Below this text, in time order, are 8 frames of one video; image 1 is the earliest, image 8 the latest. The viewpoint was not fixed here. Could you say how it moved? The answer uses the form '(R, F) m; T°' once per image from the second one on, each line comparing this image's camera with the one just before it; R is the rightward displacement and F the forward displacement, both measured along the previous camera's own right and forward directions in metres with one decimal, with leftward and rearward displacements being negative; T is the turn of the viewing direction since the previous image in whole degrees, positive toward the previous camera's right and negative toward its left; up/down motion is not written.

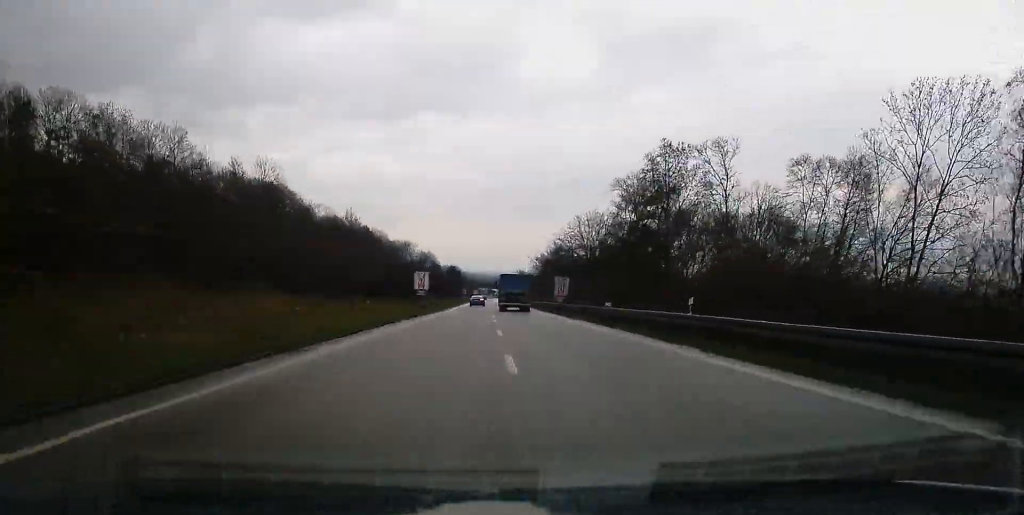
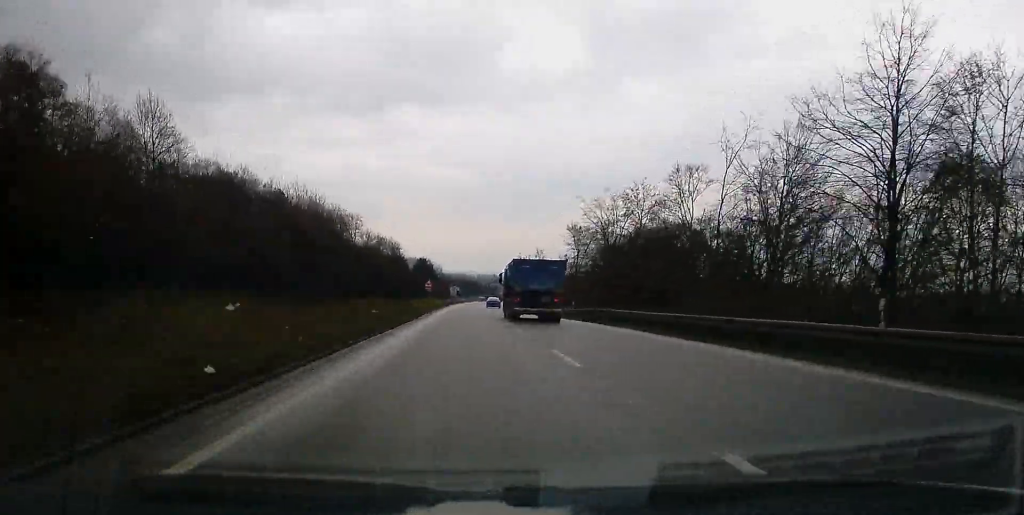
(+0.9, +106.6) m; +1°
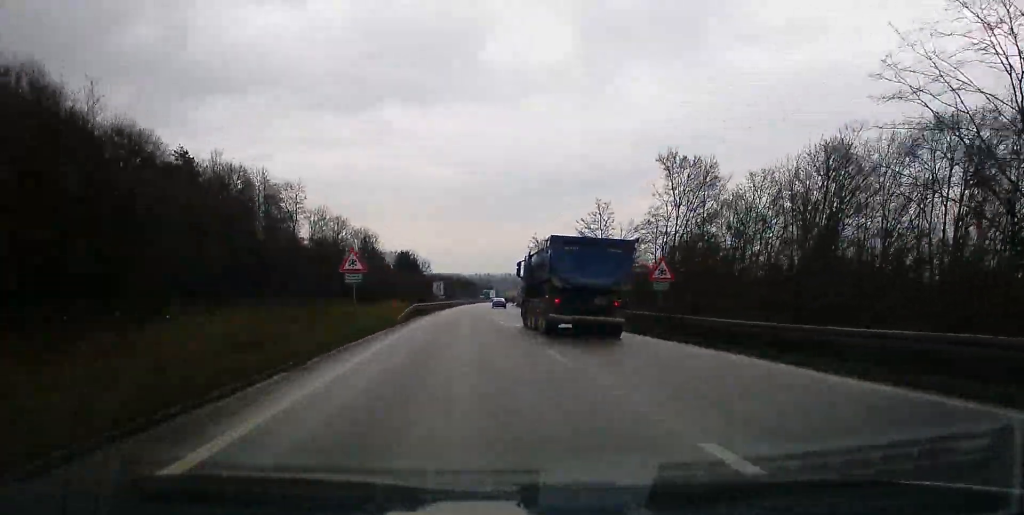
(+0.3, +61.4) m; 0°
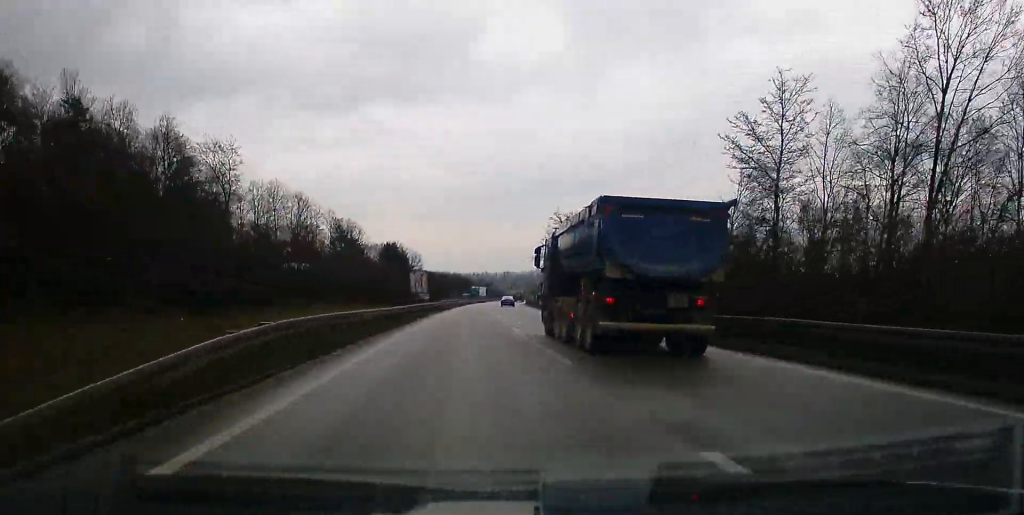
(0.0, +36.2) m; 0°
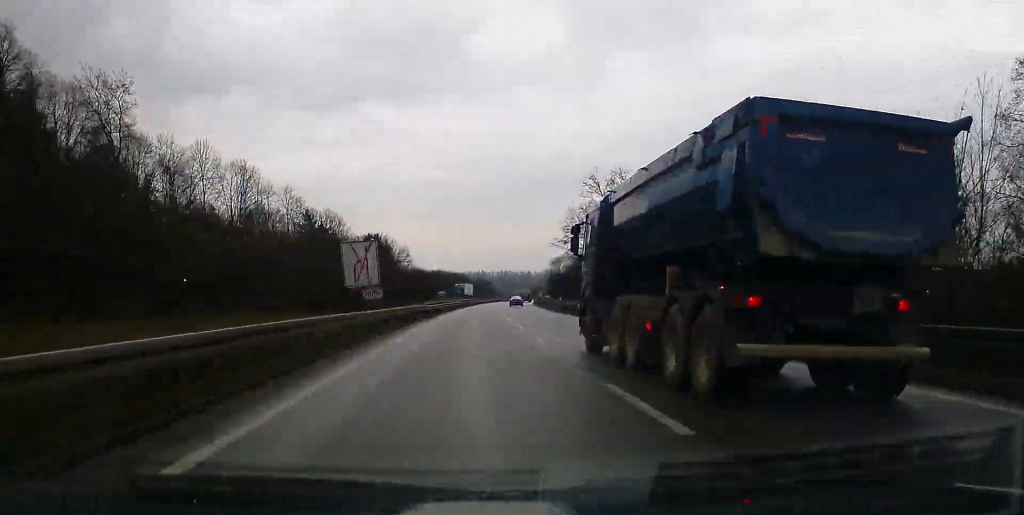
(-0.4, +31.7) m; +1°
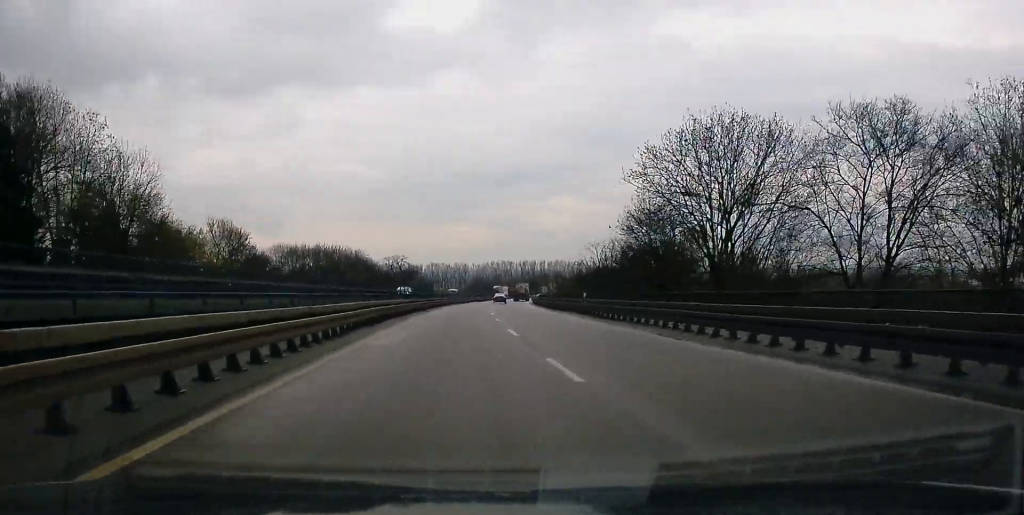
(+6.4, +140.6) m; +6°
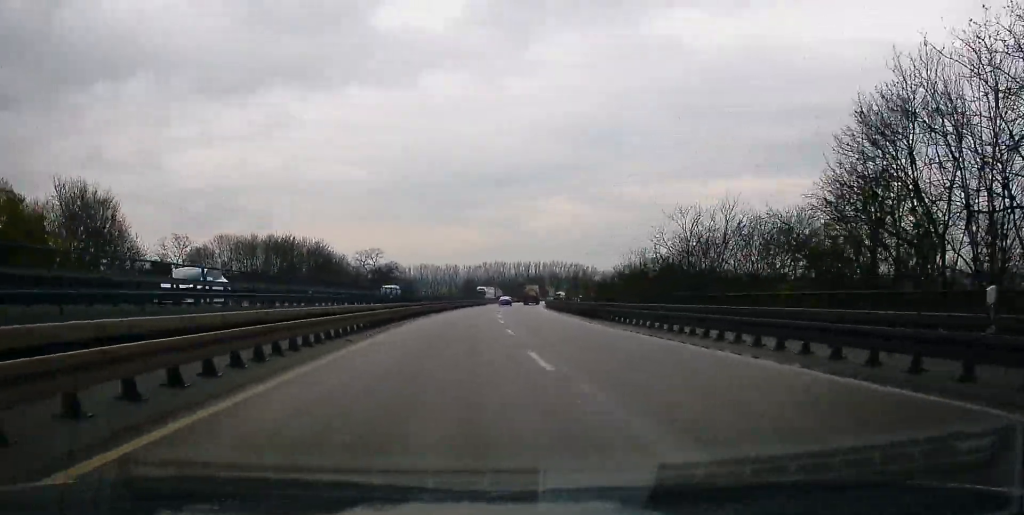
(+0.8, +32.7) m; +1°
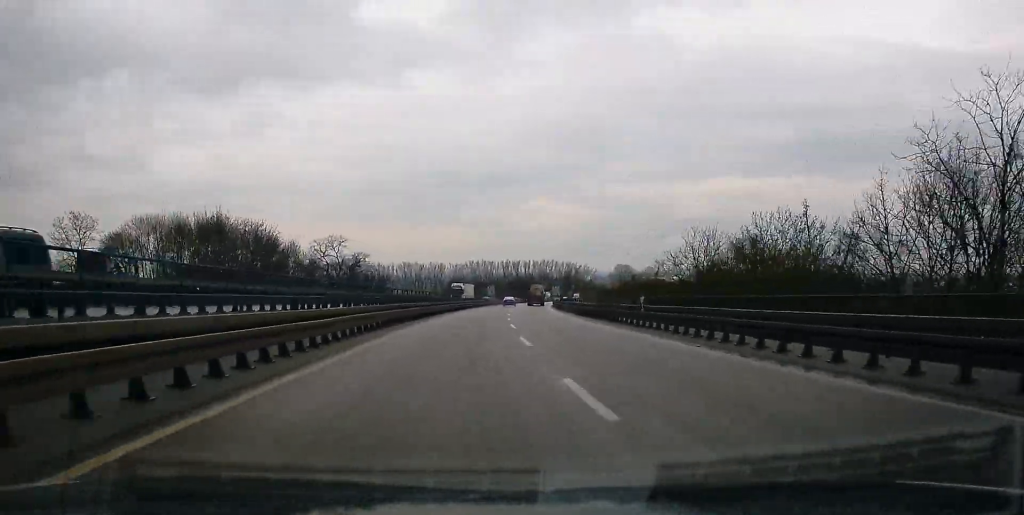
(0.0, +28.4) m; +1°
